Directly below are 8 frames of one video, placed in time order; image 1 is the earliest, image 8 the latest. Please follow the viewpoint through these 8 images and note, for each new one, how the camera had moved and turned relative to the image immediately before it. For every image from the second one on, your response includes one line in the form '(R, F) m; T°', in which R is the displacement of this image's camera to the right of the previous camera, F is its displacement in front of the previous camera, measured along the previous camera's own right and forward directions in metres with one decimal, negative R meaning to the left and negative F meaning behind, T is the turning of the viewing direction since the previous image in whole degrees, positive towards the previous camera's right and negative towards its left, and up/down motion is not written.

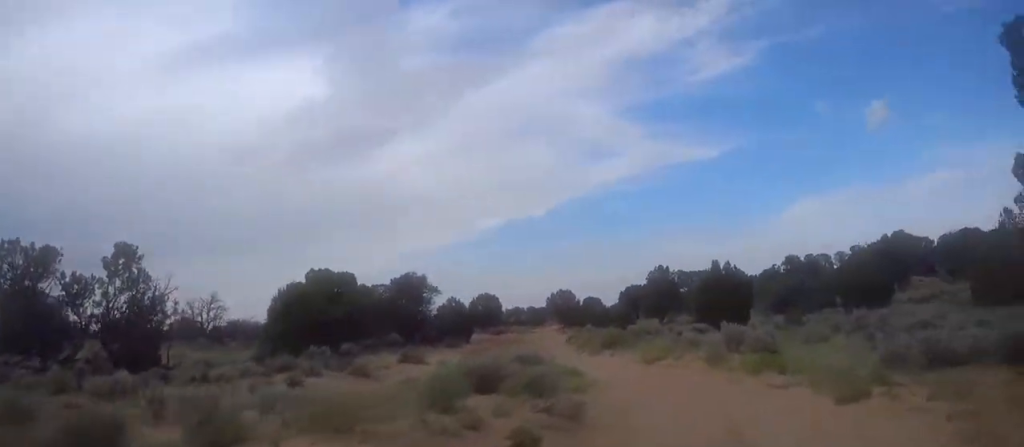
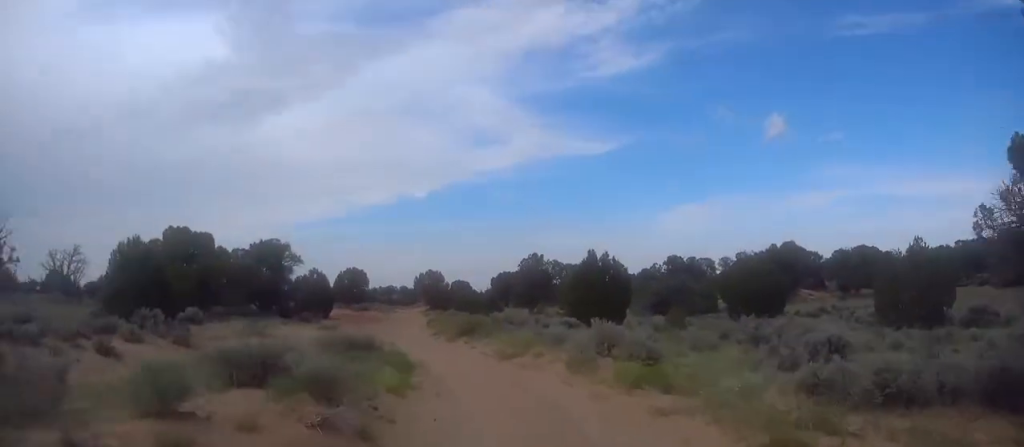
(+0.2, +2.3) m; -1°
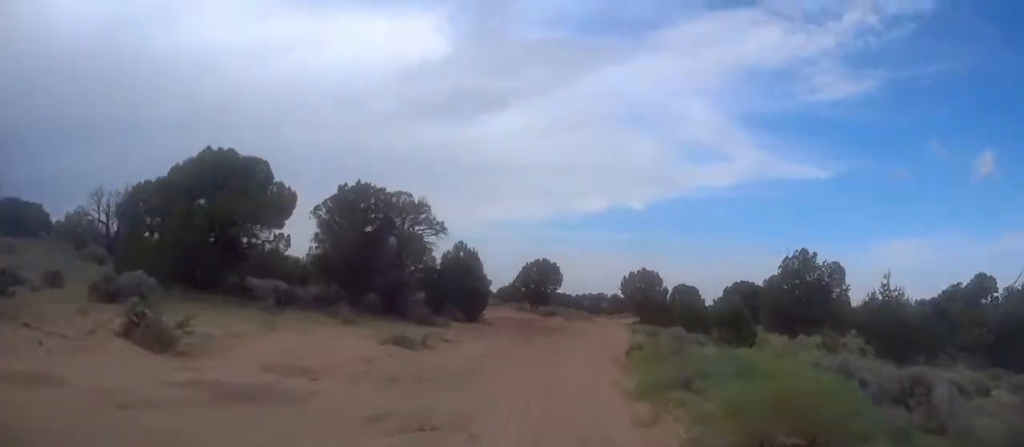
(-2.2, +15.8) m; -15°
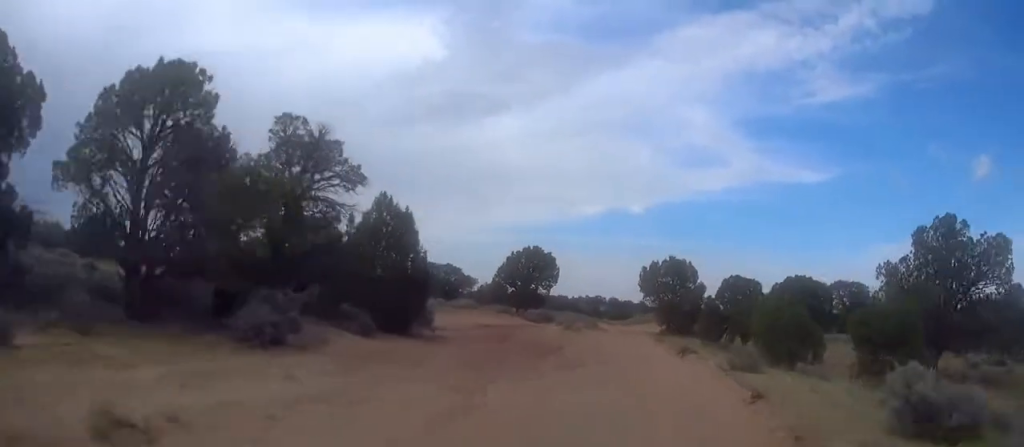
(-0.2, +16.3) m; +3°
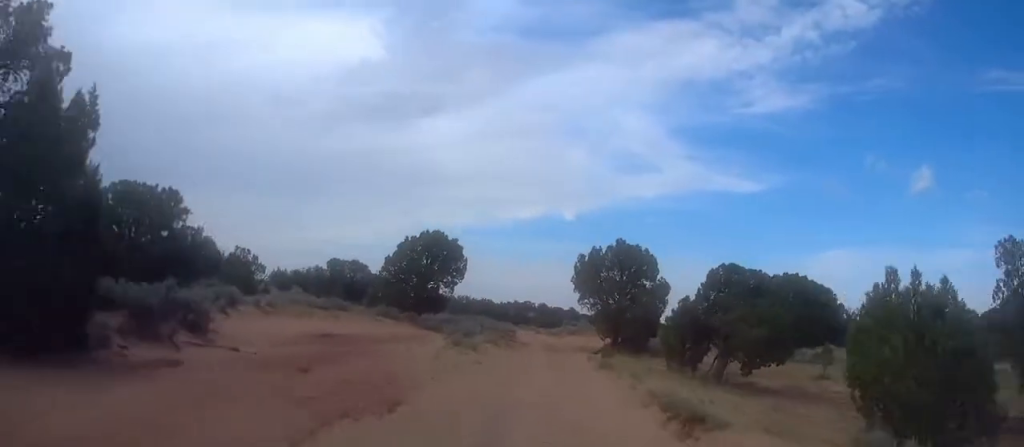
(+0.9, +15.0) m; +4°
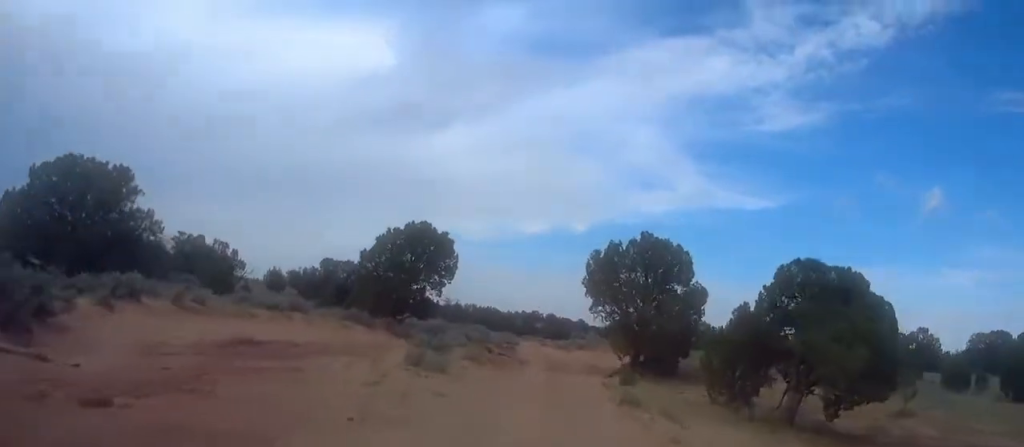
(+0.3, +7.9) m; -1°
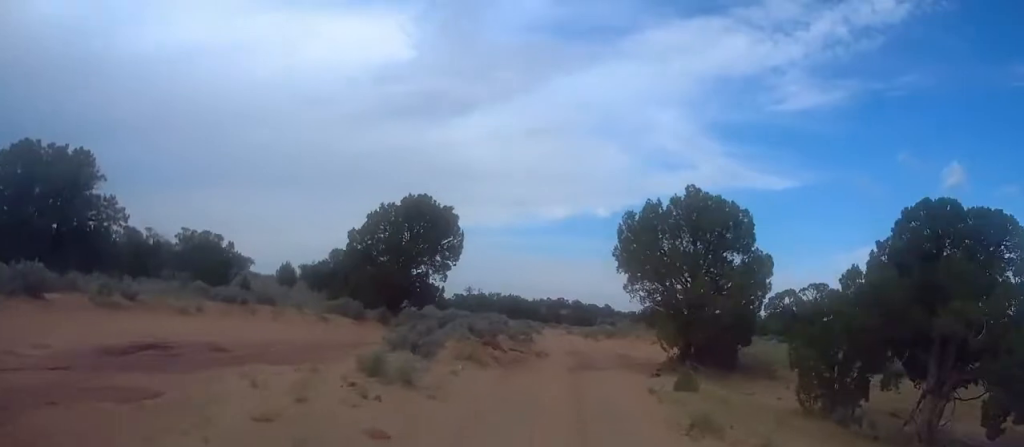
(-0.2, +6.3) m; -2°
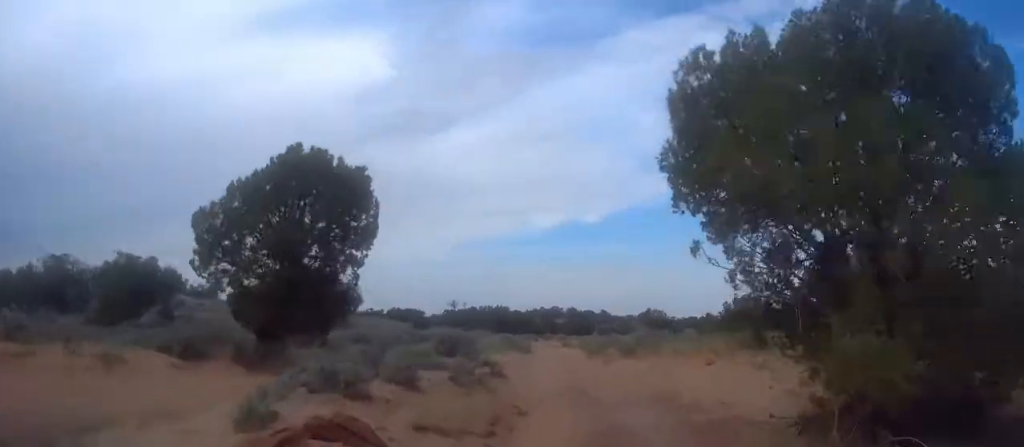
(-0.6, +14.0) m; -3°
